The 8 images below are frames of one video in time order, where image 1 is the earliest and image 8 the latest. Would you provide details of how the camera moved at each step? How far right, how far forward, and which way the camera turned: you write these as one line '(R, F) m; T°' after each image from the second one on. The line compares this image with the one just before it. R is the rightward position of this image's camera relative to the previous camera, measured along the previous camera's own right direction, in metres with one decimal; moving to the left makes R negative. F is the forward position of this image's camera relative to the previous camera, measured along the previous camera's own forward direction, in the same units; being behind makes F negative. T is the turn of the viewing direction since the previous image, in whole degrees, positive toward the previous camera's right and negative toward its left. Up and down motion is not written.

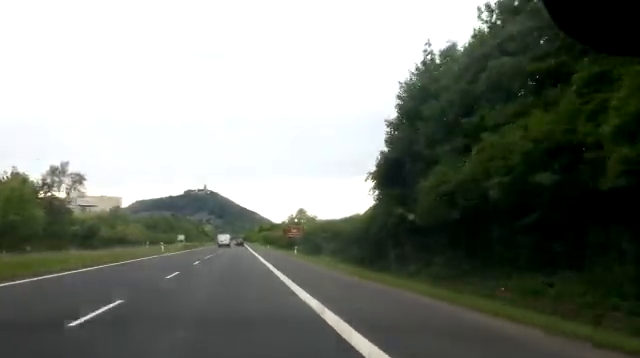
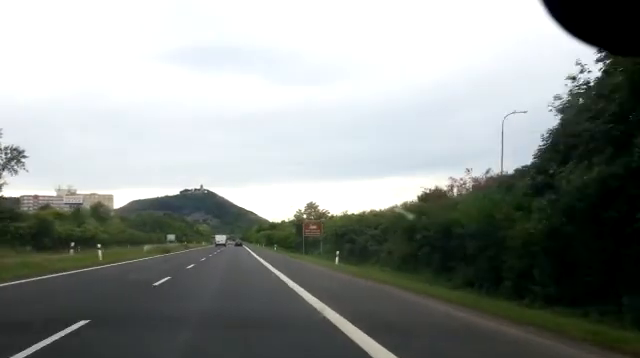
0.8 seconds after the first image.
(-0.2, +19.9) m; -1°
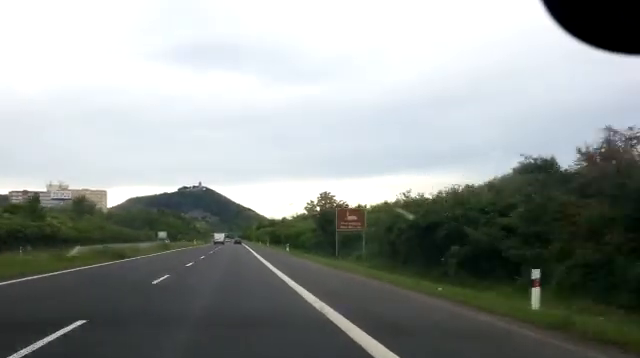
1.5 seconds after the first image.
(-0.1, +16.7) m; 0°
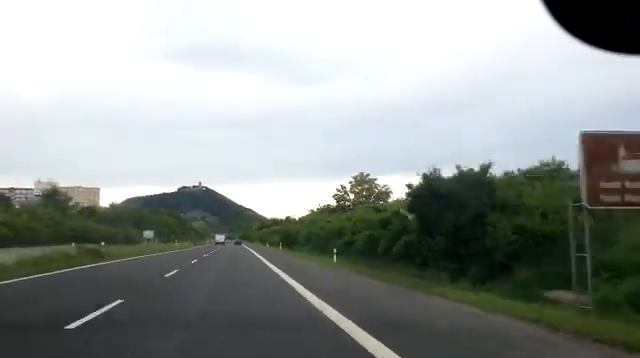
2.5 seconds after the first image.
(+0.2, +24.0) m; 0°
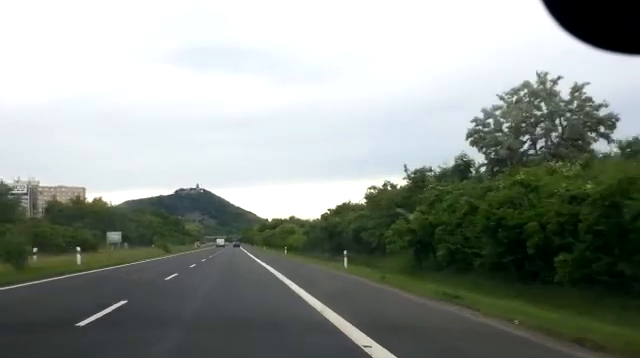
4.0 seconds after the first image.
(+0.6, +34.5) m; +2°
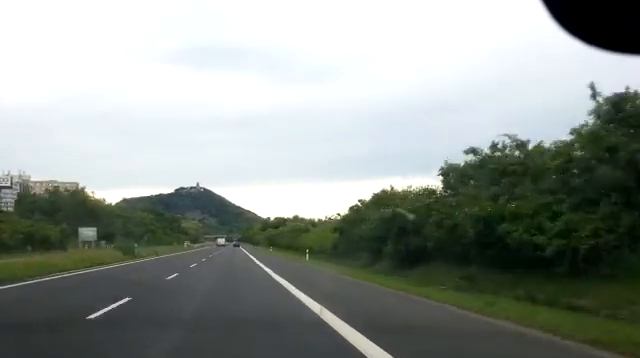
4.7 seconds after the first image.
(+0.2, +16.9) m; 0°
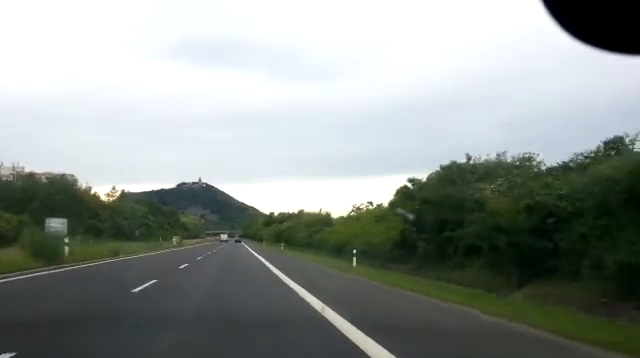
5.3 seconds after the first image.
(-0.4, +14.5) m; 0°
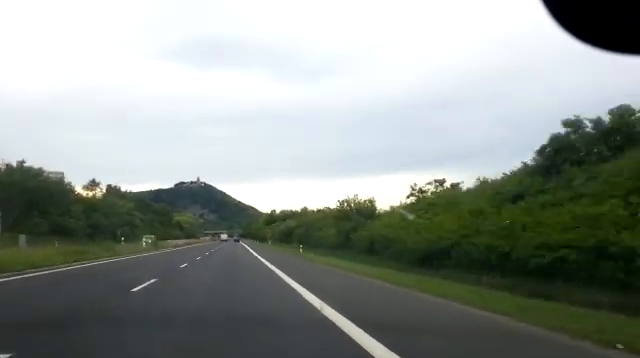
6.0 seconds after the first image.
(+0.3, +17.7) m; 0°
